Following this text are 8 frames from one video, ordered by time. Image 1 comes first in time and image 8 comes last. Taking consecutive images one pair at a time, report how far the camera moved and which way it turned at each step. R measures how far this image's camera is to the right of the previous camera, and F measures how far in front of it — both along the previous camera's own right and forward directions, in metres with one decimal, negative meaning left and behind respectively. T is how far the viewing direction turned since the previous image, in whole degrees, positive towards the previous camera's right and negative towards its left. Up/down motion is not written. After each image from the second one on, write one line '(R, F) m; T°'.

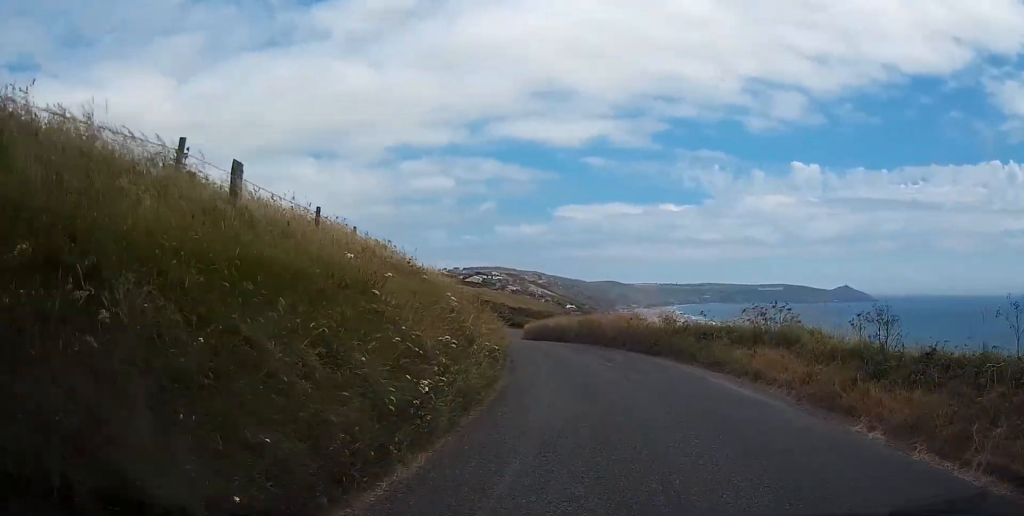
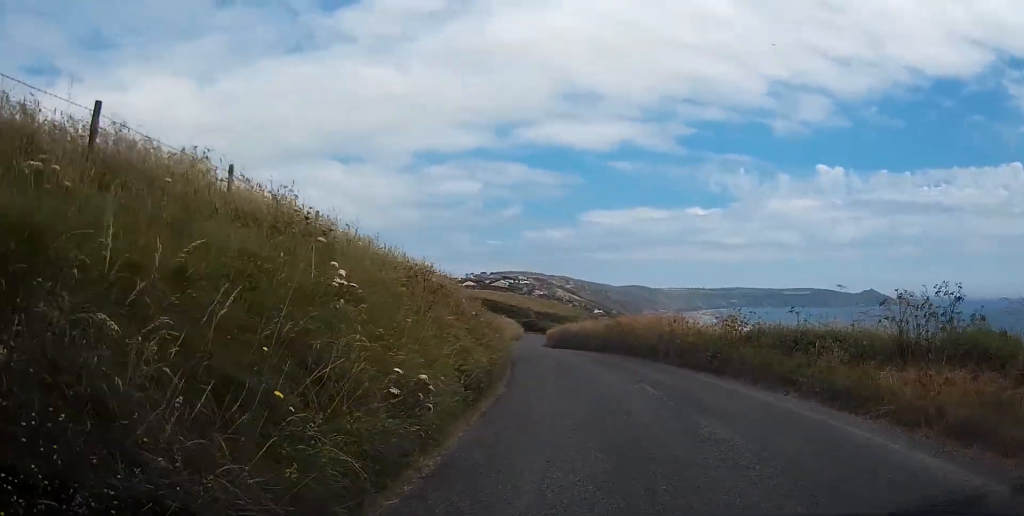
(0.0, +7.1) m; -1°
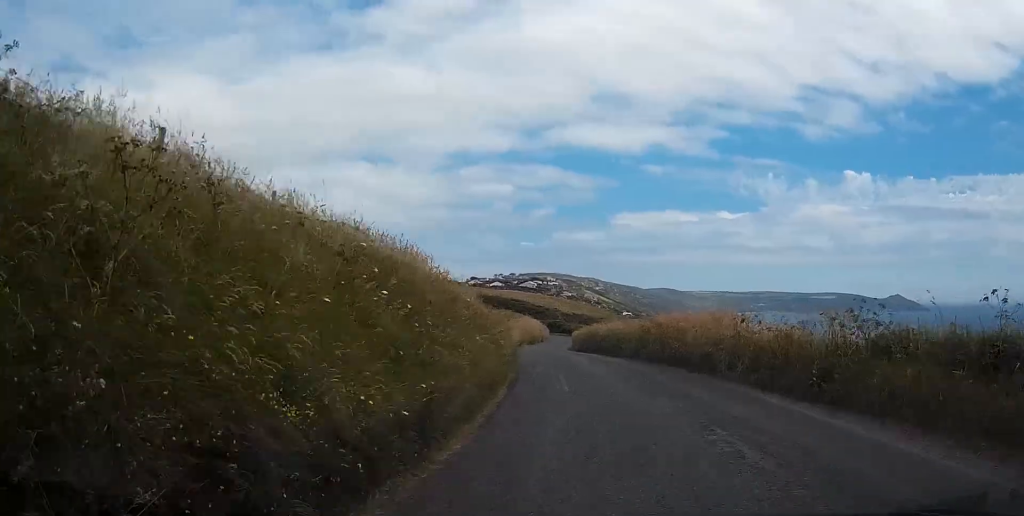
(-0.1, +6.7) m; -1°
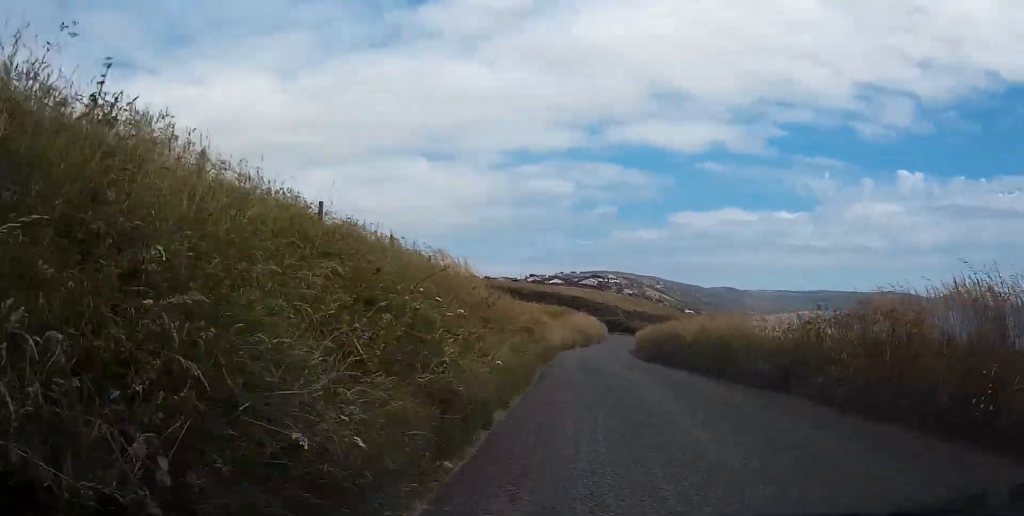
(-0.4, +15.6) m; -4°
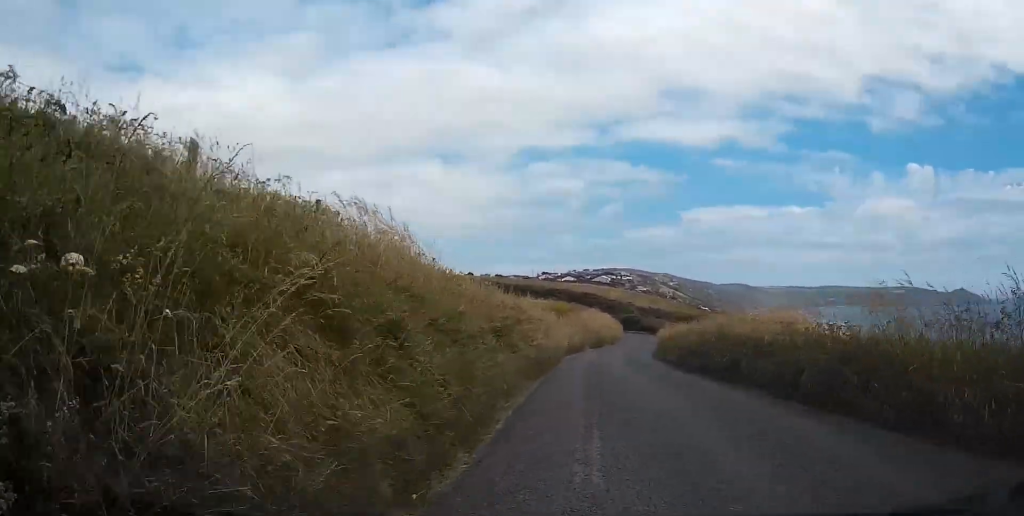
(-0.2, +8.6) m; -1°
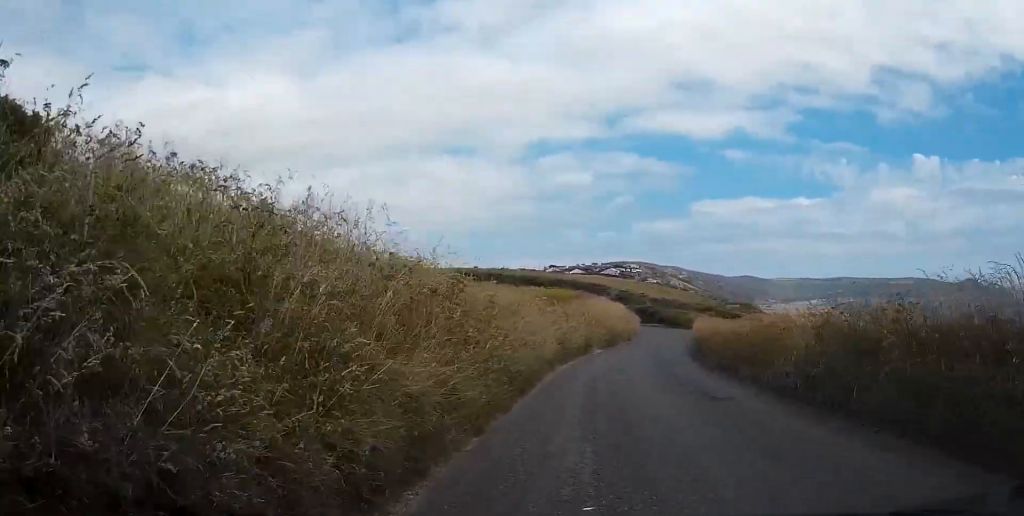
(+0.2, +15.7) m; 0°
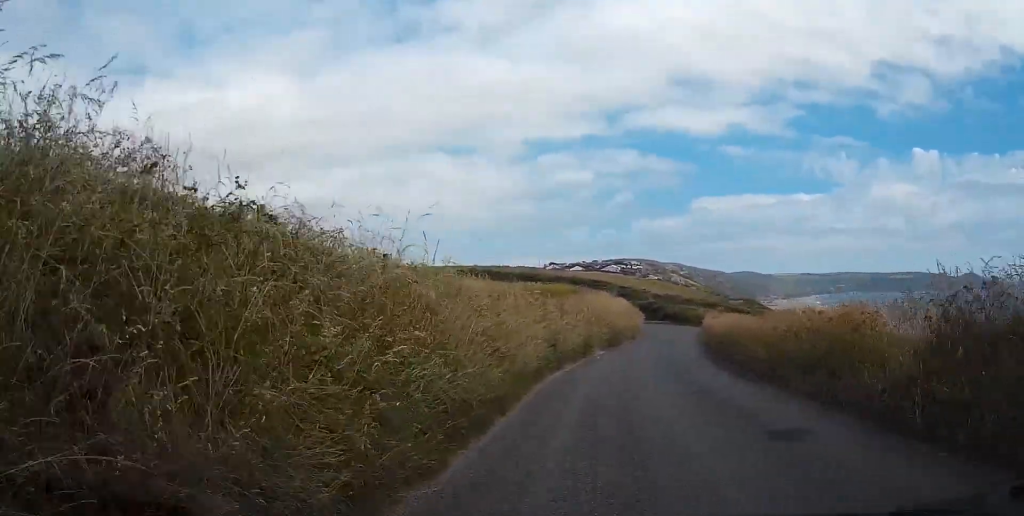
(0.0, +4.7) m; 0°
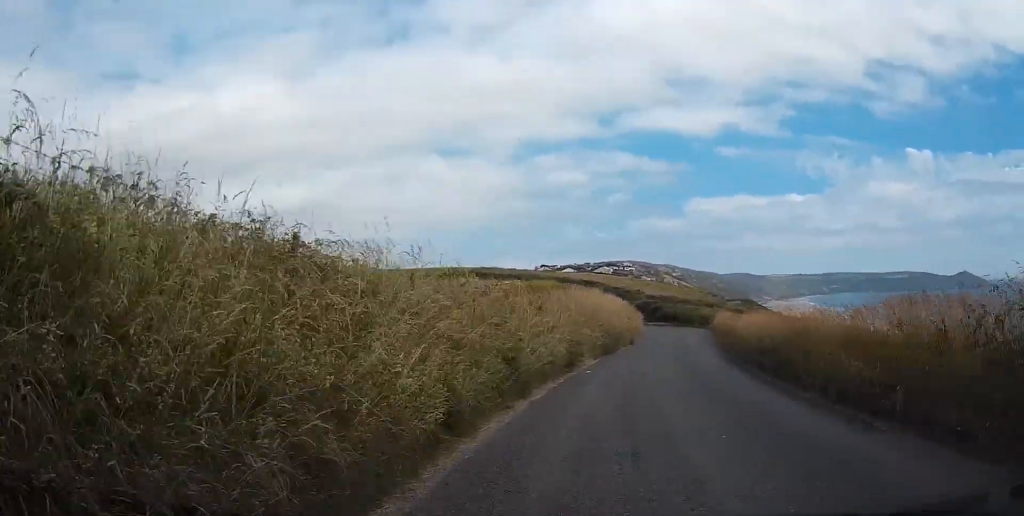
(-0.1, +7.8) m; -1°
